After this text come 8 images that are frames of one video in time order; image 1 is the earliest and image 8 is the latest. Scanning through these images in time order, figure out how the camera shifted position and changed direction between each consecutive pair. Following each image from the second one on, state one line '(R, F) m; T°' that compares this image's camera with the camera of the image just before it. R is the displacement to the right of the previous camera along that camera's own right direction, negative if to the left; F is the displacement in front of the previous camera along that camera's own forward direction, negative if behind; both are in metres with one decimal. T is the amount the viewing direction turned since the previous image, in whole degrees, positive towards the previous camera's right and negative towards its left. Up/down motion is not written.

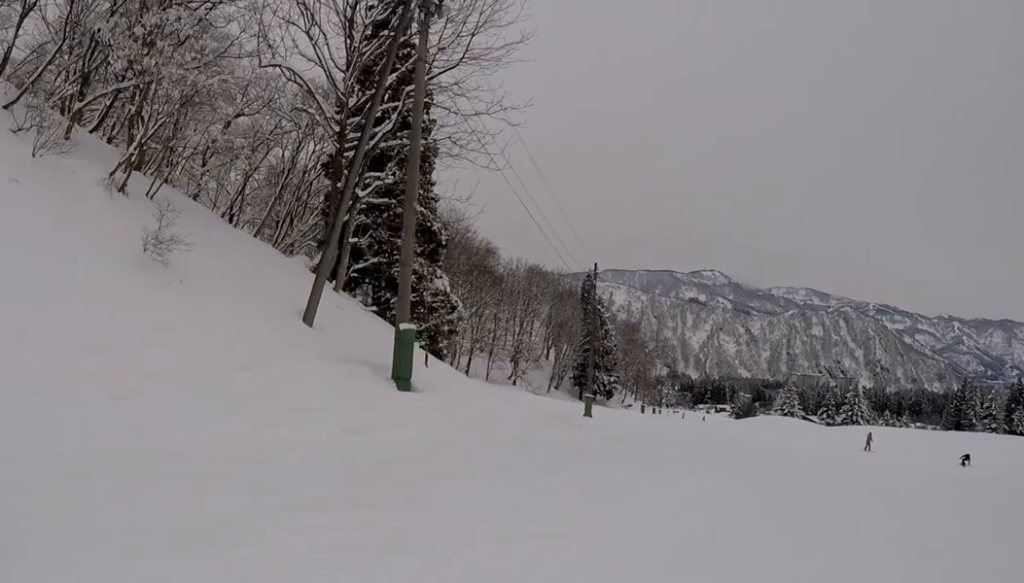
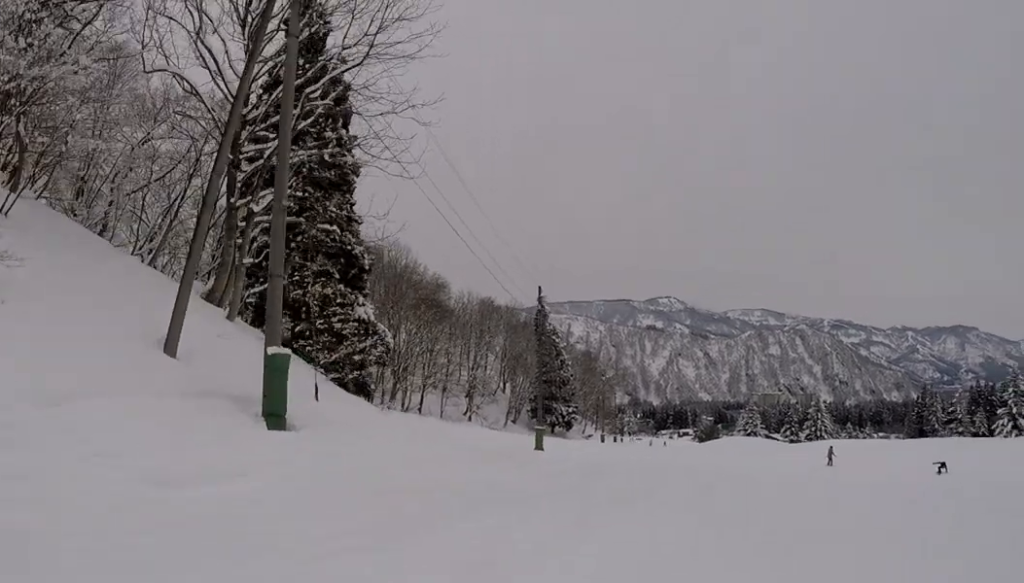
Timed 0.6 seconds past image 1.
(+0.3, +4.1) m; +5°
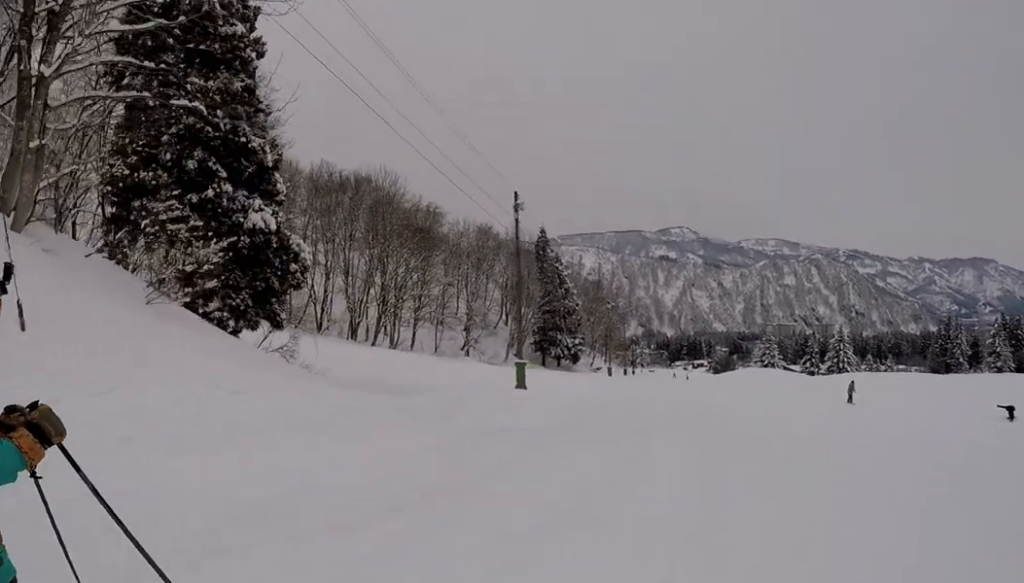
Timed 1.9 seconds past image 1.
(+0.3, +9.5) m; +3°
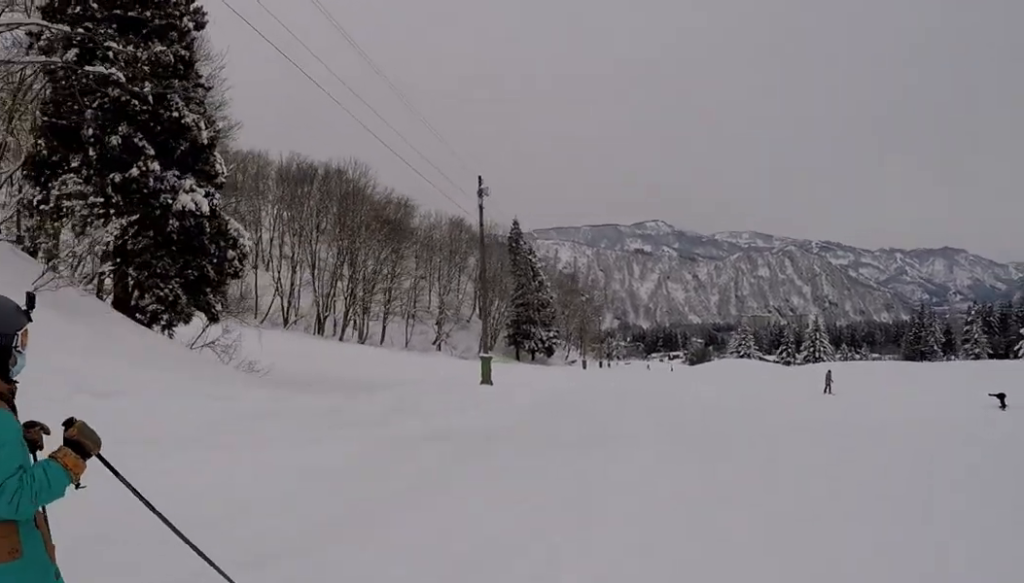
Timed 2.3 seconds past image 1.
(+0.2, +2.8) m; 0°
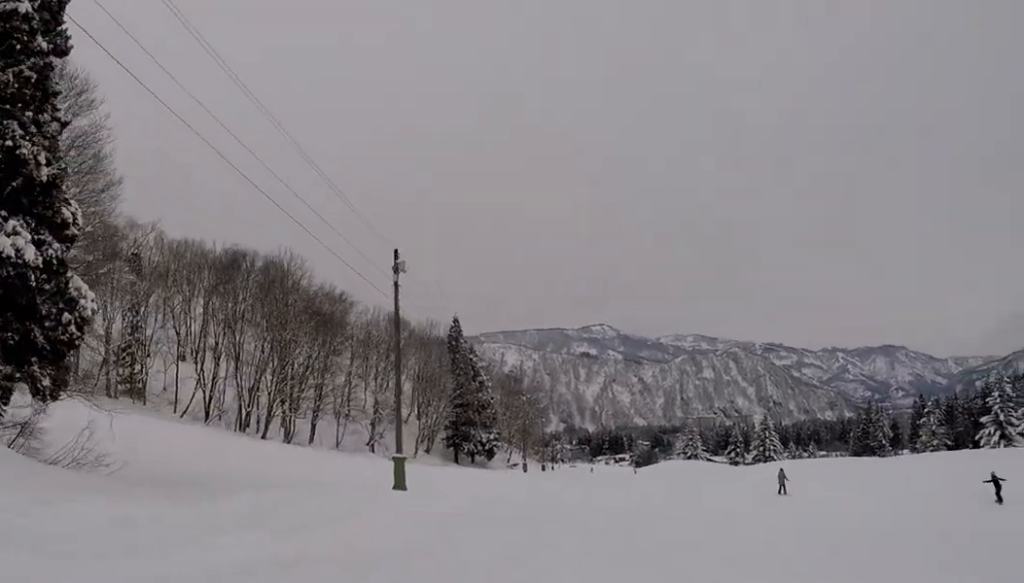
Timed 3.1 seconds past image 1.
(-0.3, +6.2) m; -1°
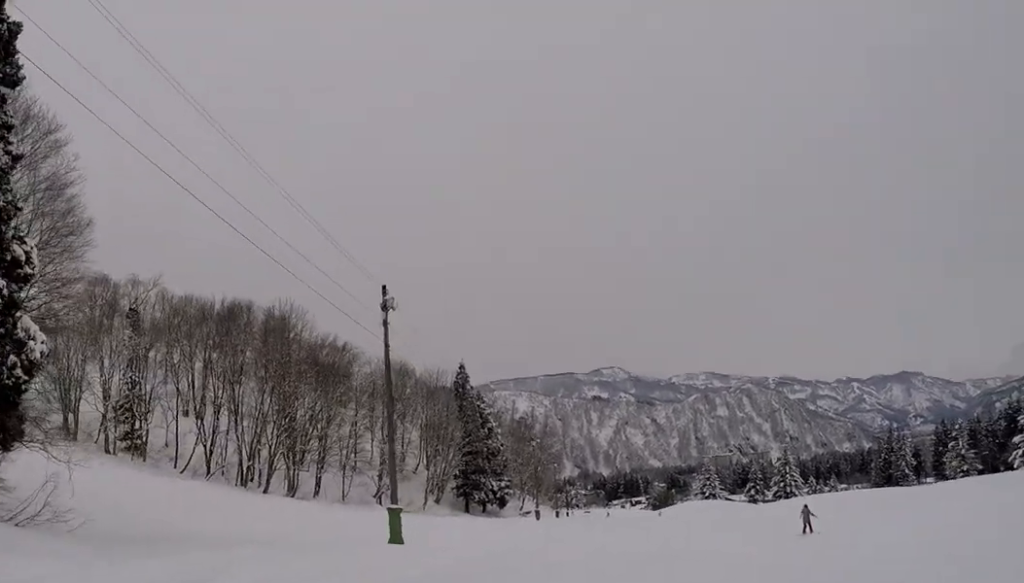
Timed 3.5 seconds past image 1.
(-0.1, +2.8) m; -2°
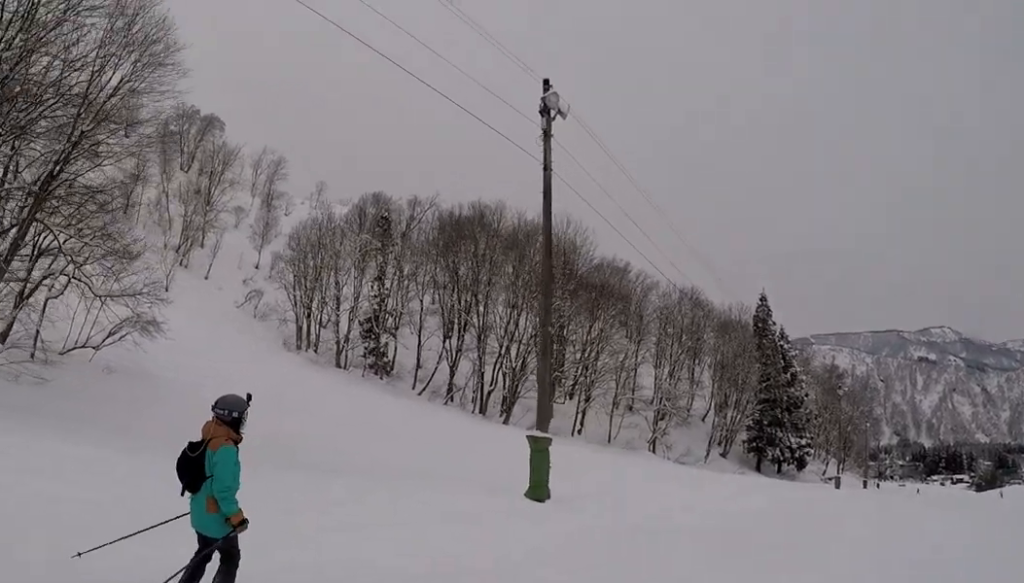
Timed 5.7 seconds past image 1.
(-2.4, +14.4) m; -9°
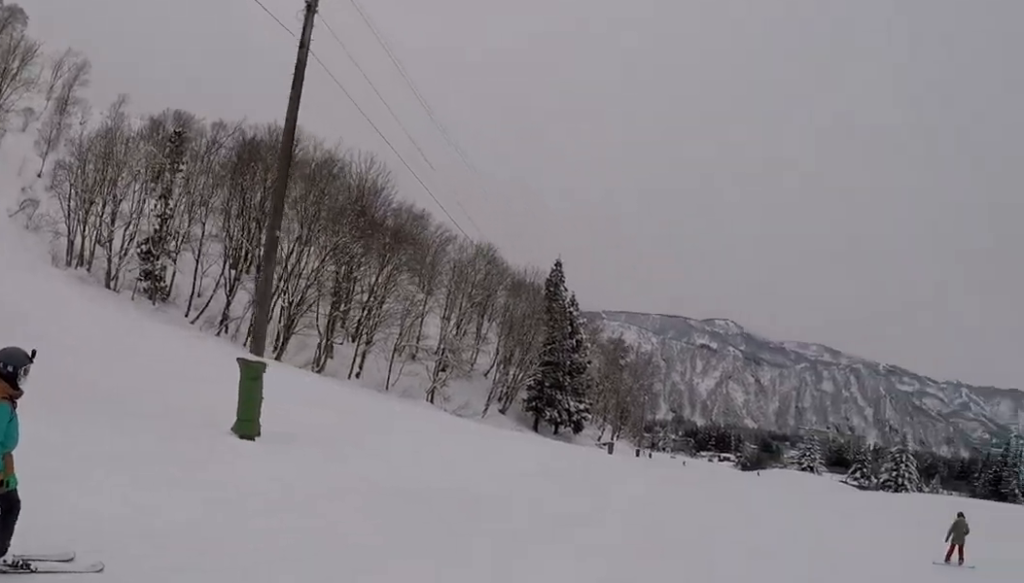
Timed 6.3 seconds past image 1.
(+0.5, +3.9) m; +8°
